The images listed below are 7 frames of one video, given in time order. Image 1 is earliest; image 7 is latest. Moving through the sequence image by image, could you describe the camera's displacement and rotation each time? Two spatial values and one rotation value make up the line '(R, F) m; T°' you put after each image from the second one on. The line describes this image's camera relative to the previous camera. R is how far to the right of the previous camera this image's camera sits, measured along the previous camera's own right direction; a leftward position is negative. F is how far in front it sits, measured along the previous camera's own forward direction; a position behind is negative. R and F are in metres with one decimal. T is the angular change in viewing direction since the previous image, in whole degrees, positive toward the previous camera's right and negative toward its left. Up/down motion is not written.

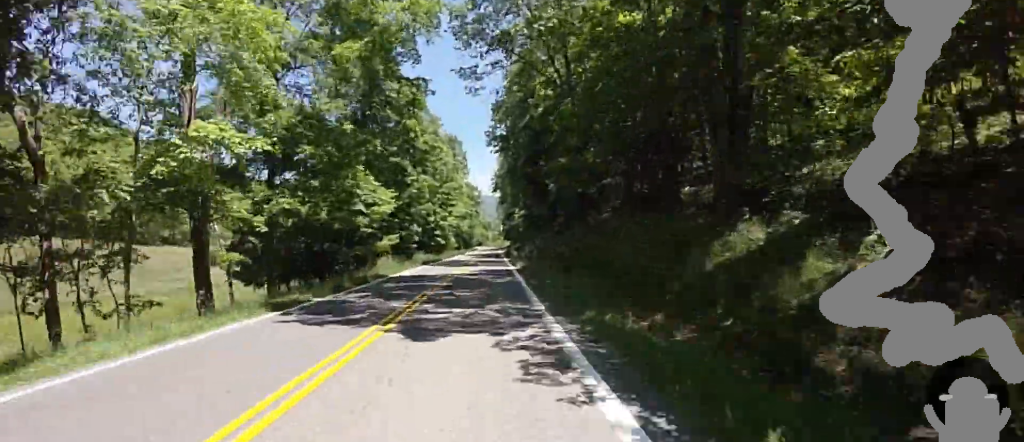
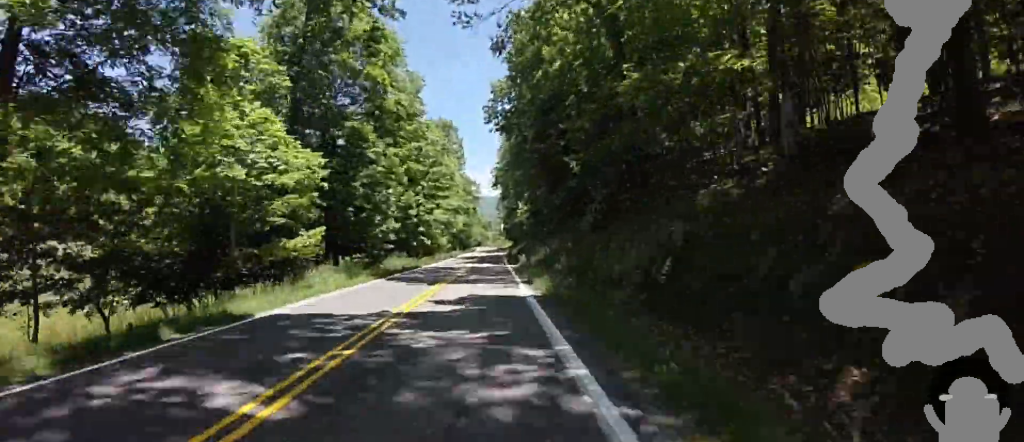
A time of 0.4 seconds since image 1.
(+0.1, +12.2) m; +1°
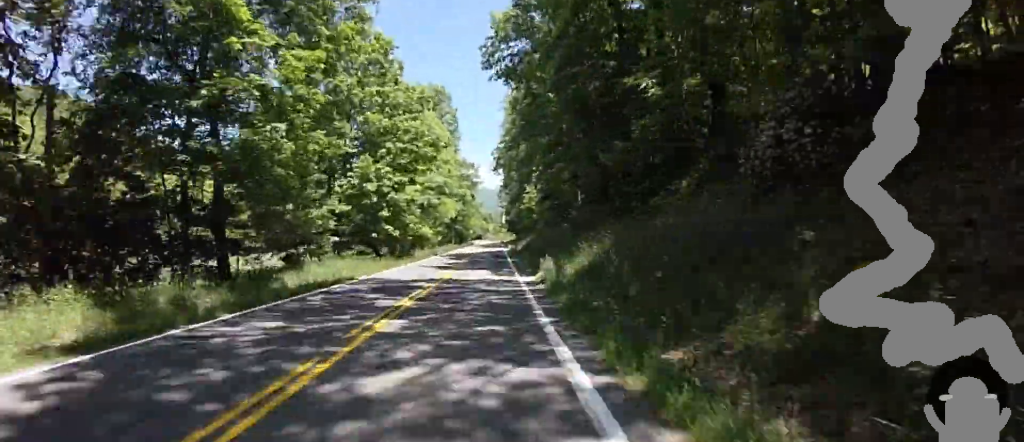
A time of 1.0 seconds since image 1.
(+0.5, +15.0) m; +1°
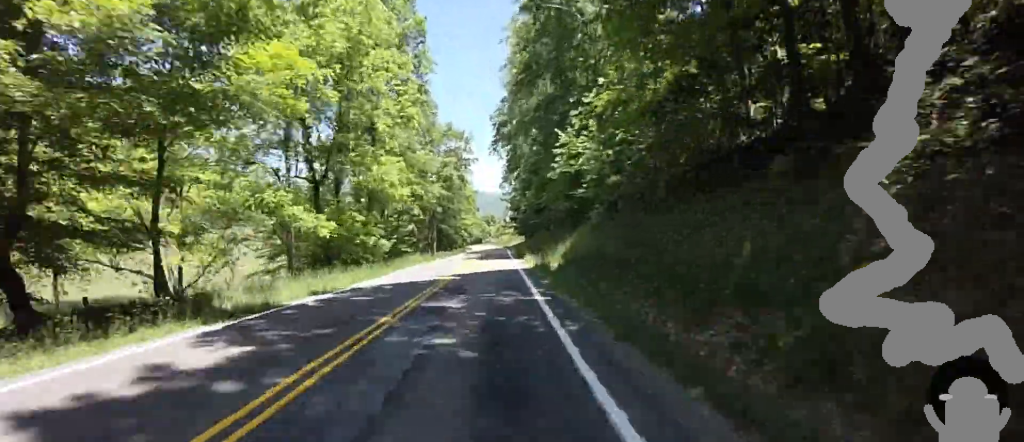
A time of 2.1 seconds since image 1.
(+0.3, +30.7) m; -1°
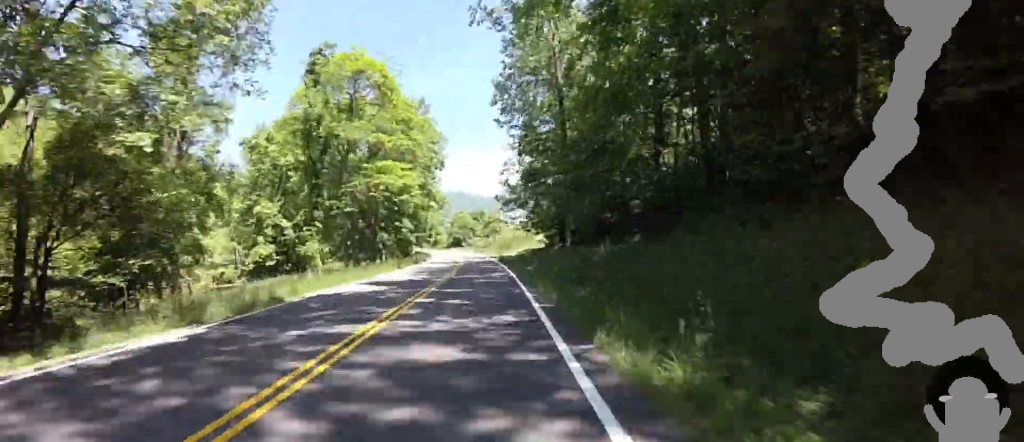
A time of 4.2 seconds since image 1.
(-5.7, +56.2) m; -3°
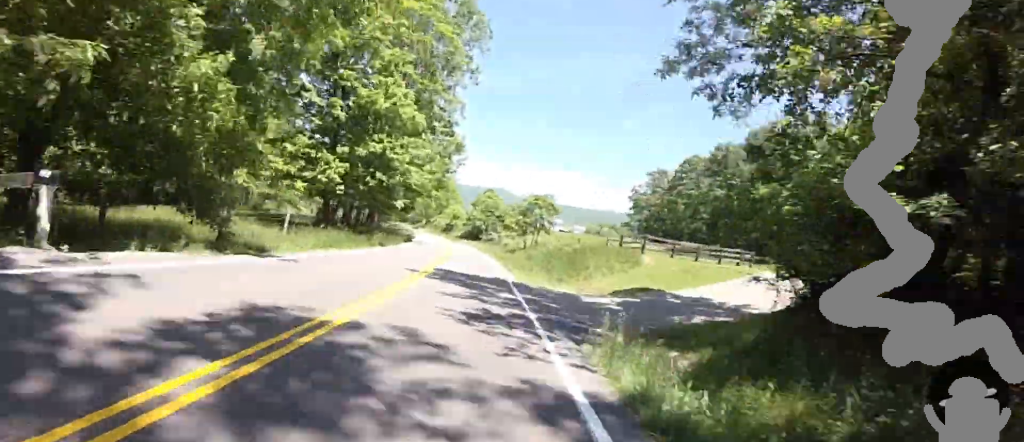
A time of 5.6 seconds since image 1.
(+1.7, +38.4) m; -4°
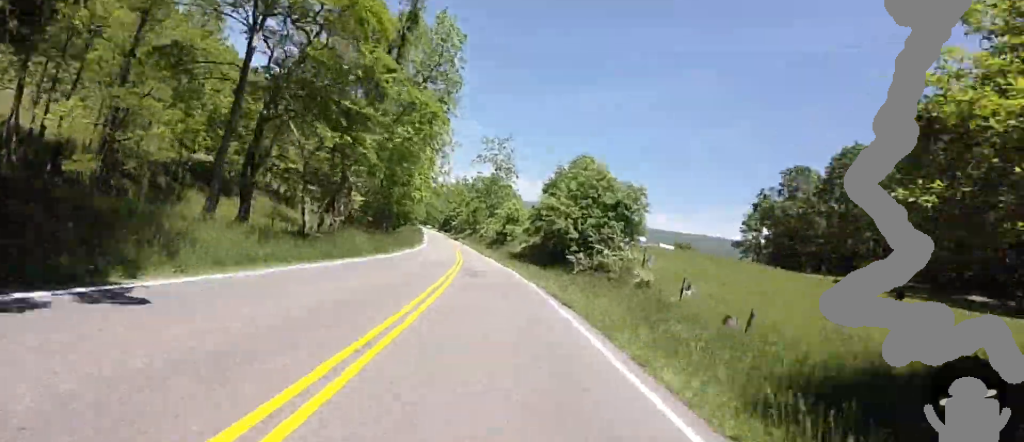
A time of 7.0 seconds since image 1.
(-4.0, +39.9) m; -10°
